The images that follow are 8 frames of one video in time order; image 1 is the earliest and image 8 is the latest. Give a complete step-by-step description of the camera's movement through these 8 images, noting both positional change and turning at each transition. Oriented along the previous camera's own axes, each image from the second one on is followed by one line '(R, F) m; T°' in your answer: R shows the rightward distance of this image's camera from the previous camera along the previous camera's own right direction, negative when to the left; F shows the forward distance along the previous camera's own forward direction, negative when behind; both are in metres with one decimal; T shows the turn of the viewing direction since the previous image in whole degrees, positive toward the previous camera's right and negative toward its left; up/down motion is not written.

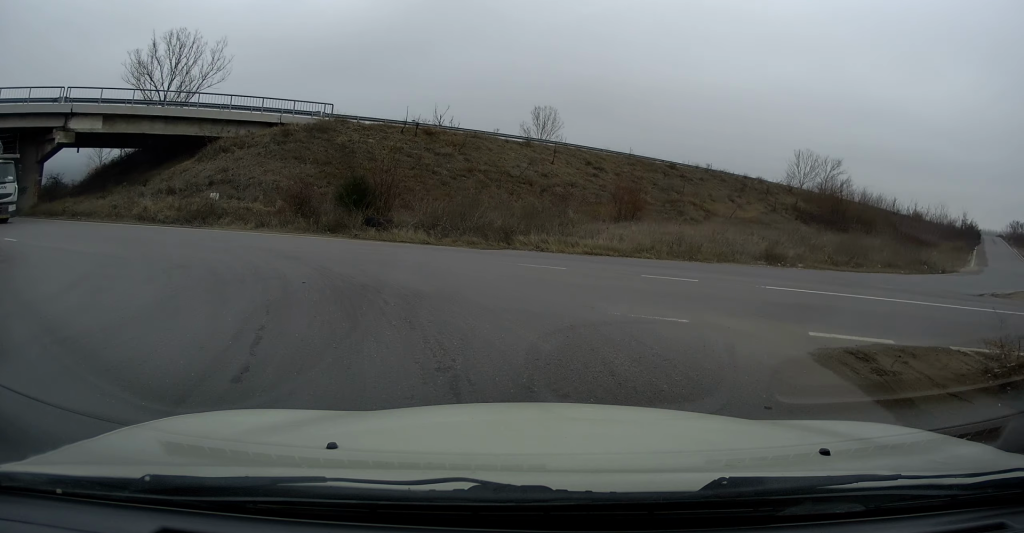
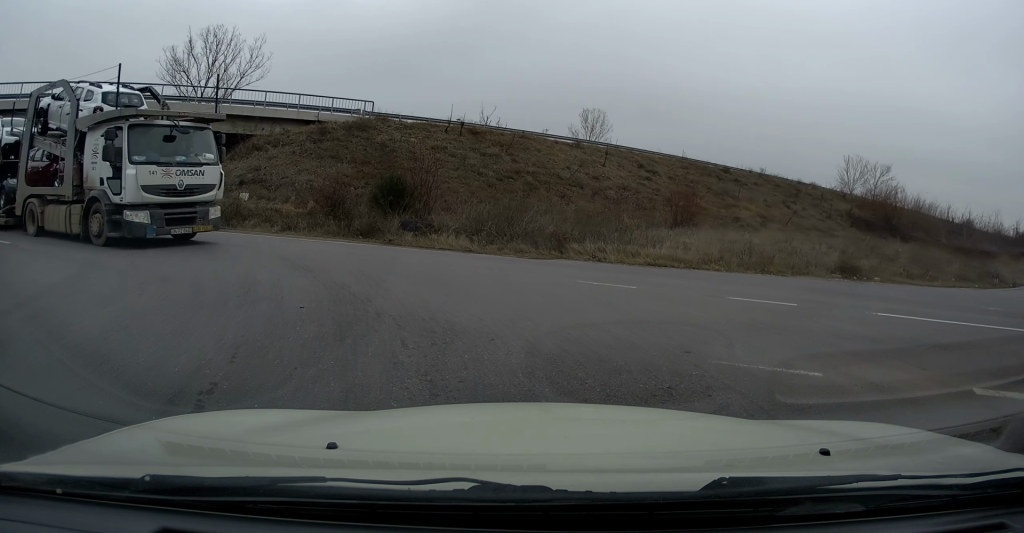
(-0.2, +1.5) m; -10°
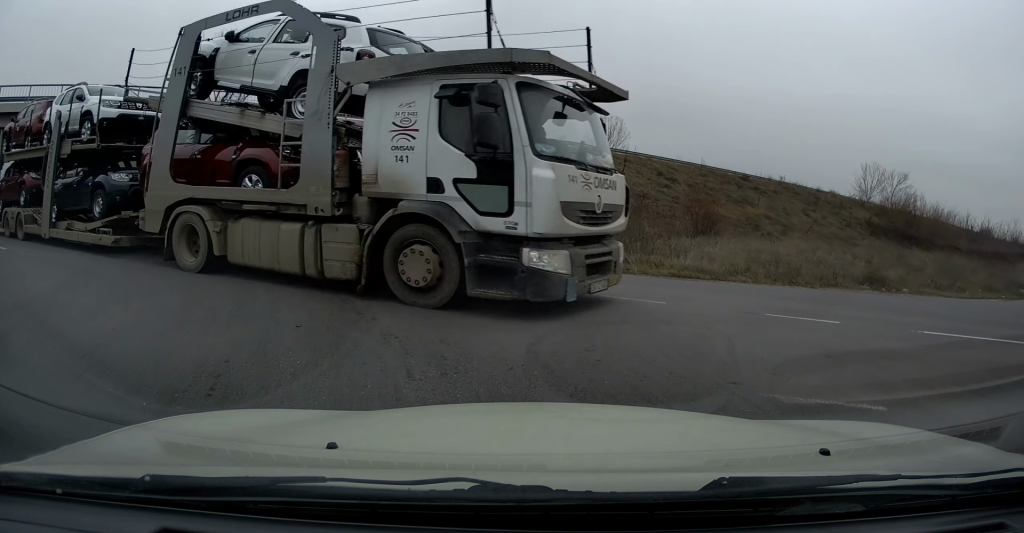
(-0.2, +0.5) m; 0°
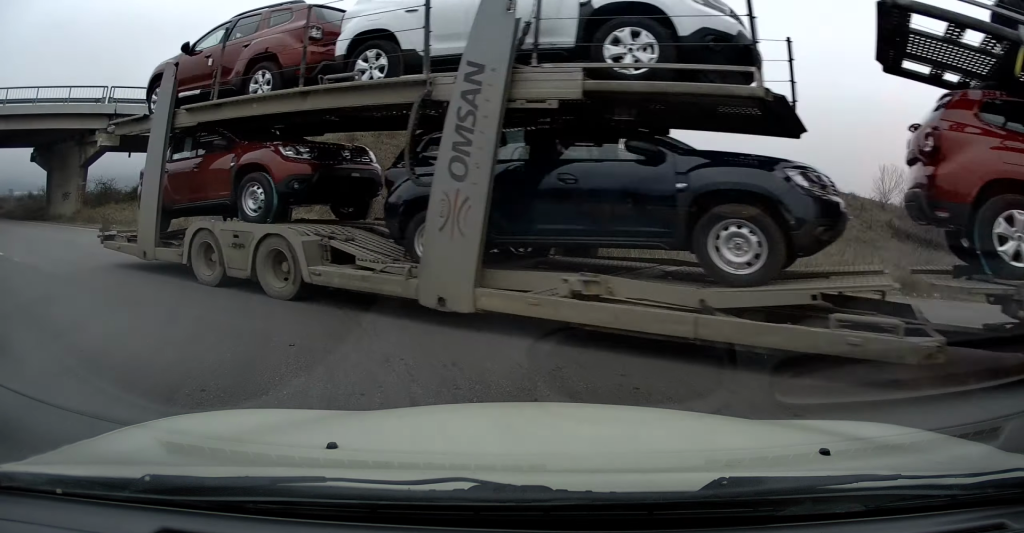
(-0.1, +0.7) m; 0°
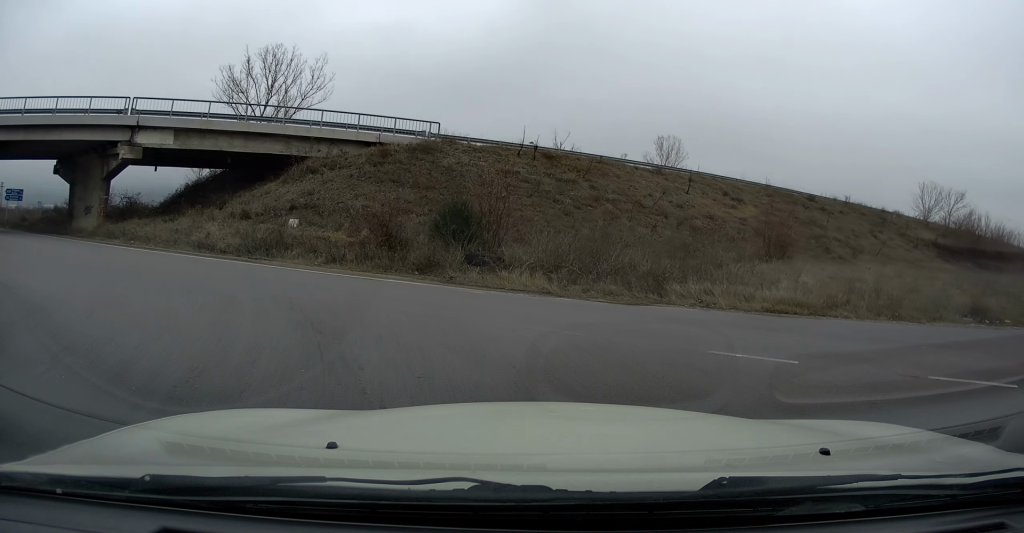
(0.0, +2.8) m; -3°
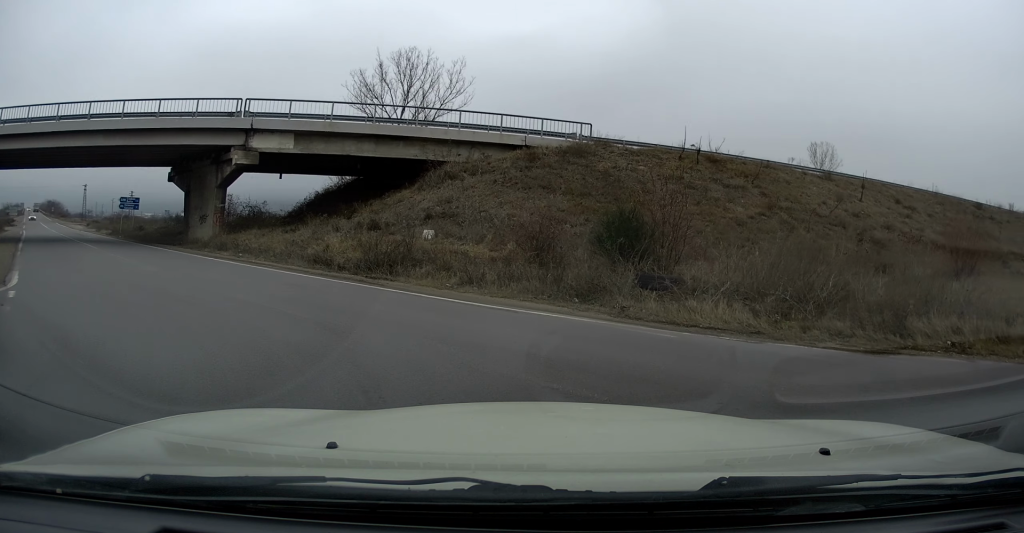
(-0.2, +4.5) m; -12°
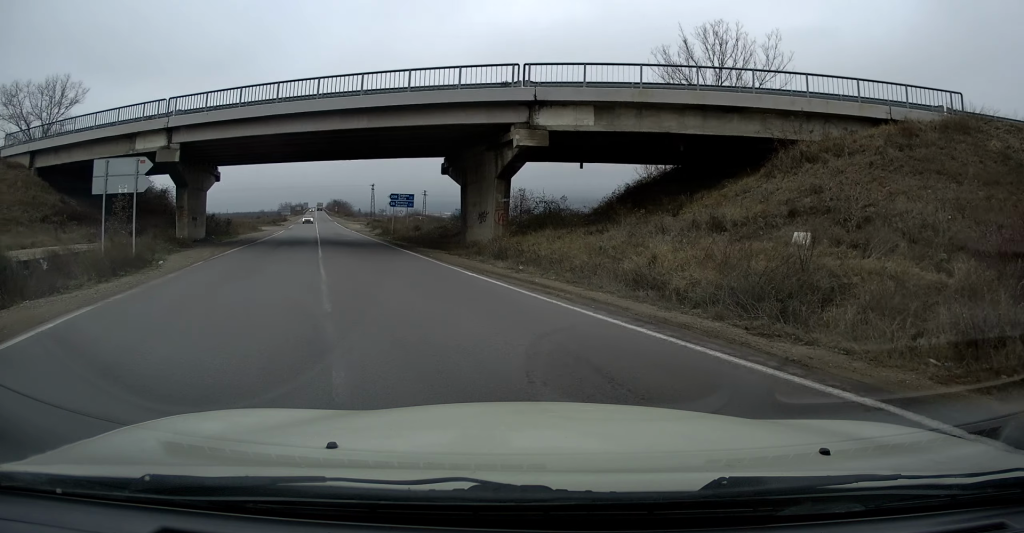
(-1.6, +8.3) m; -18°
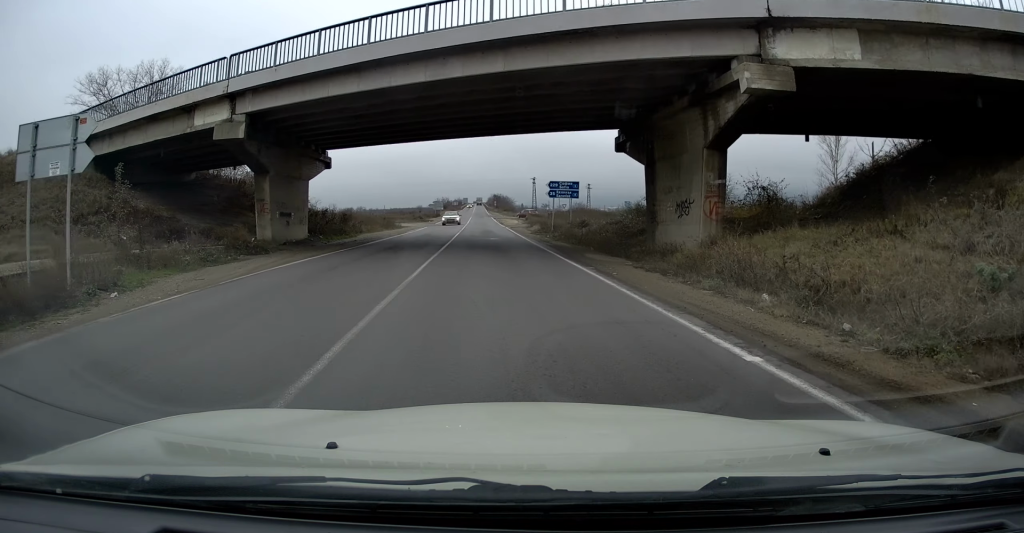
(-0.7, +9.7) m; -4°
